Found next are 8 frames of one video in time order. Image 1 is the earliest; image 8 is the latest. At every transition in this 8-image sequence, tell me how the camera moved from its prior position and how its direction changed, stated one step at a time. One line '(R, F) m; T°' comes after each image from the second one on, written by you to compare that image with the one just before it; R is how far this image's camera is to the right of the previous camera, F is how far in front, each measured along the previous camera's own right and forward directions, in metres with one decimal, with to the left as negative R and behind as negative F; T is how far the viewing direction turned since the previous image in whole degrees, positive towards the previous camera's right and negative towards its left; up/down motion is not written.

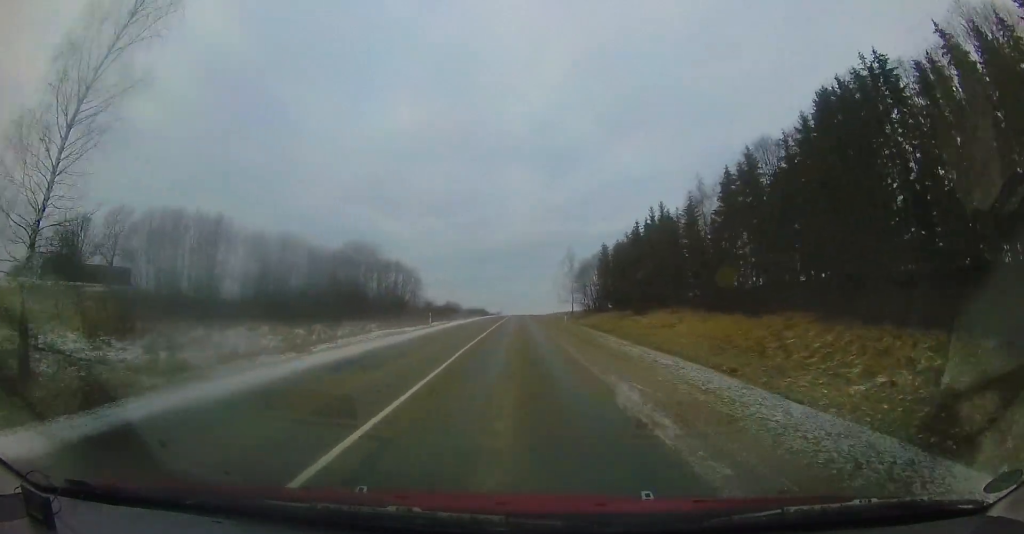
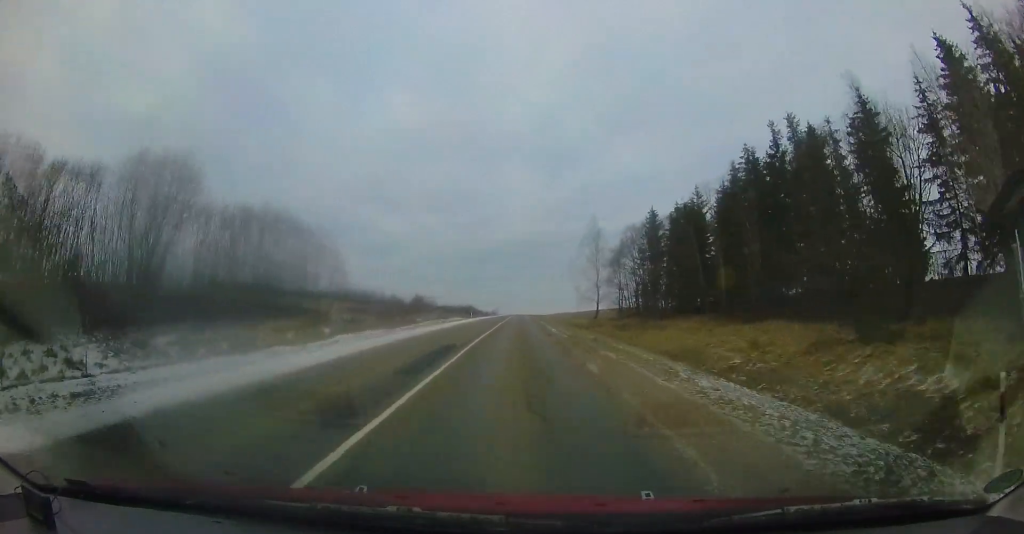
(-0.4, +27.3) m; -1°
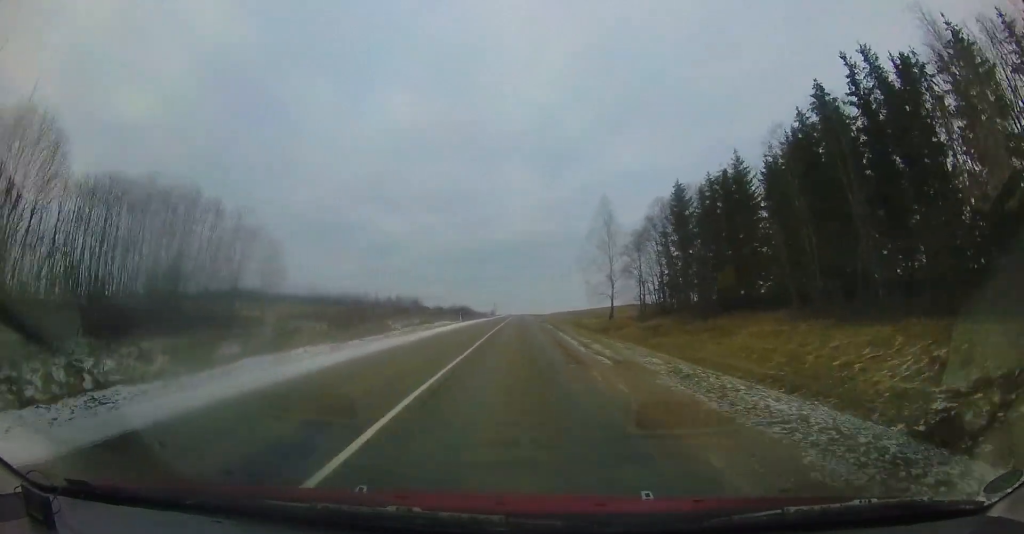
(-0.3, +9.1) m; +1°
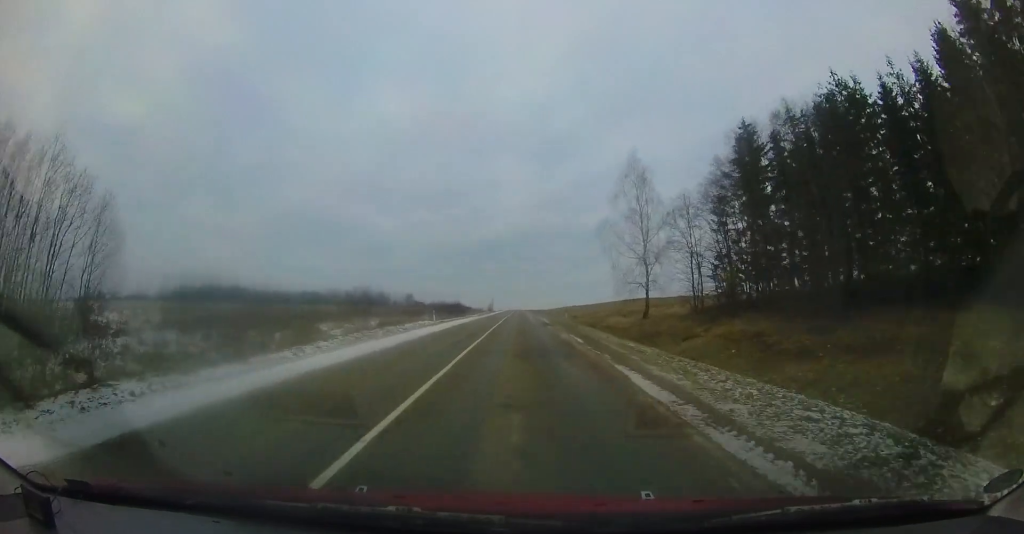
(+0.6, +12.9) m; +2°
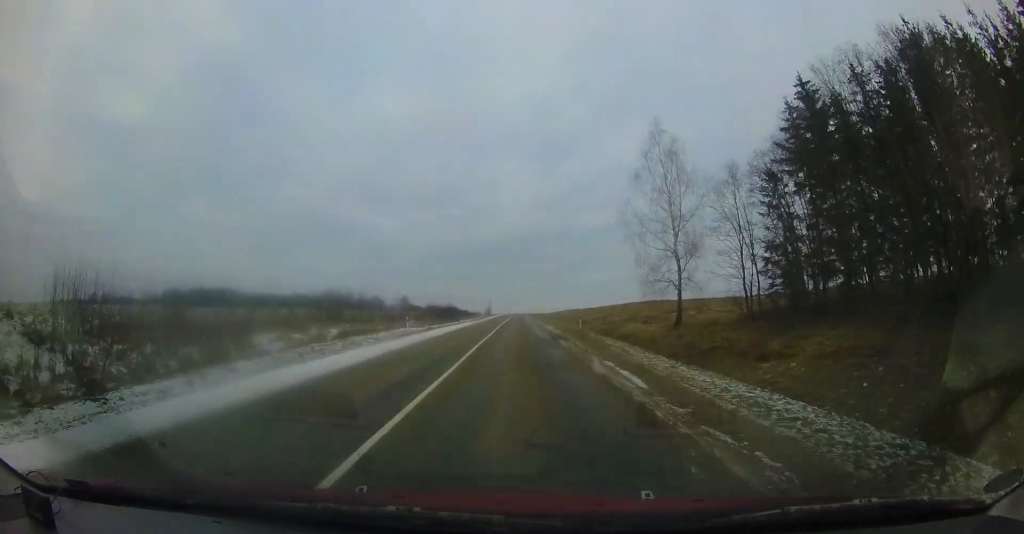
(+0.1, +7.0) m; 0°
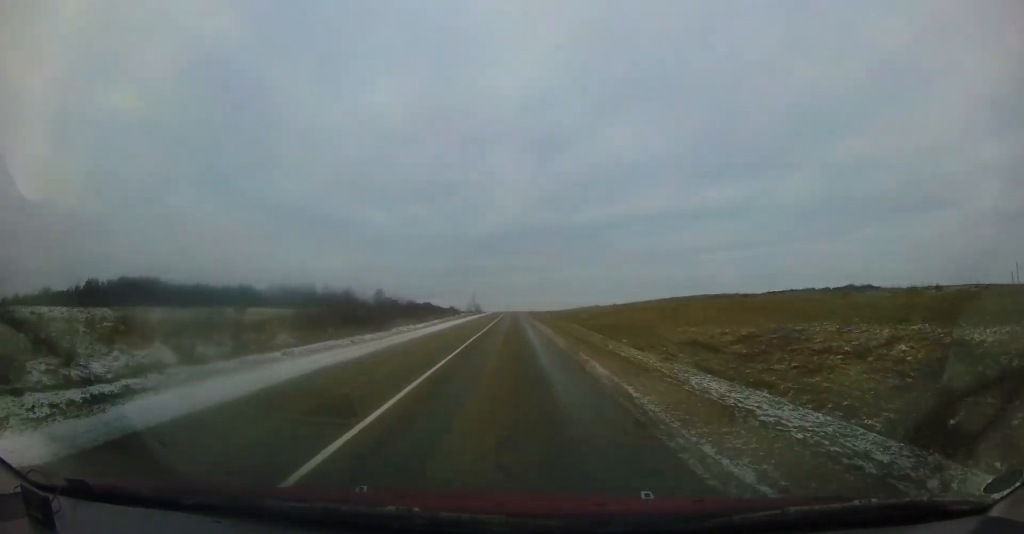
(-0.5, +36.5) m; -2°
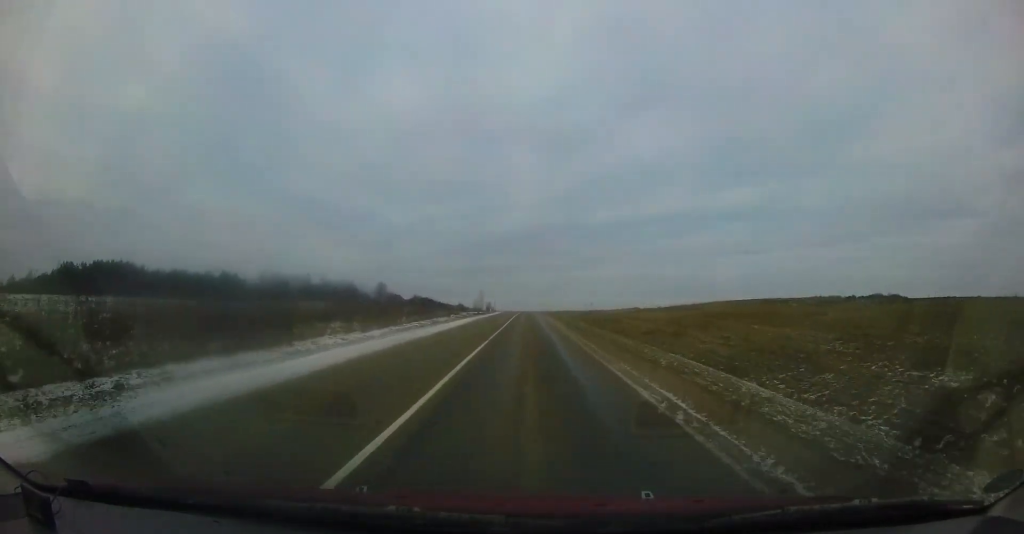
(-0.3, +17.9) m; -2°
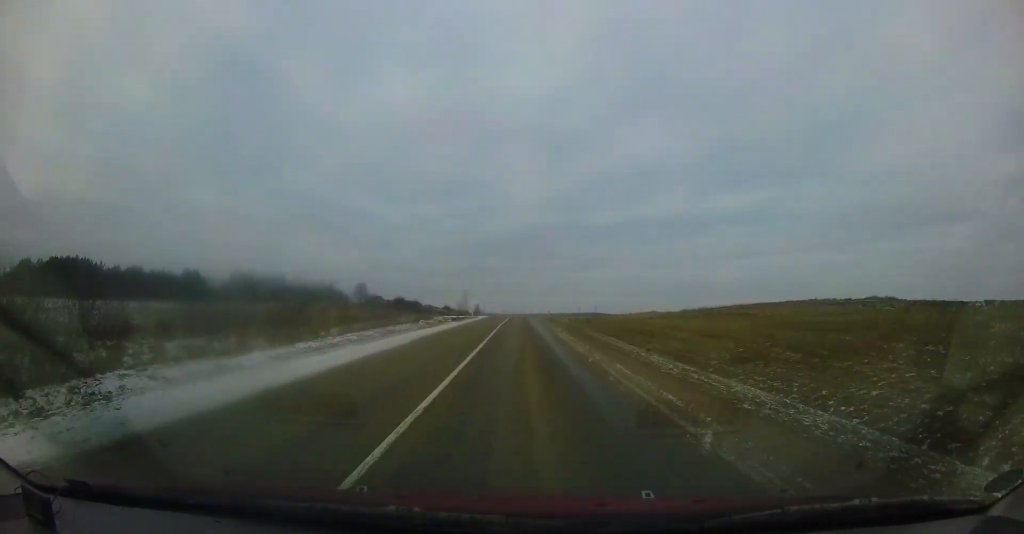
(-0.1, +12.7) m; 0°
